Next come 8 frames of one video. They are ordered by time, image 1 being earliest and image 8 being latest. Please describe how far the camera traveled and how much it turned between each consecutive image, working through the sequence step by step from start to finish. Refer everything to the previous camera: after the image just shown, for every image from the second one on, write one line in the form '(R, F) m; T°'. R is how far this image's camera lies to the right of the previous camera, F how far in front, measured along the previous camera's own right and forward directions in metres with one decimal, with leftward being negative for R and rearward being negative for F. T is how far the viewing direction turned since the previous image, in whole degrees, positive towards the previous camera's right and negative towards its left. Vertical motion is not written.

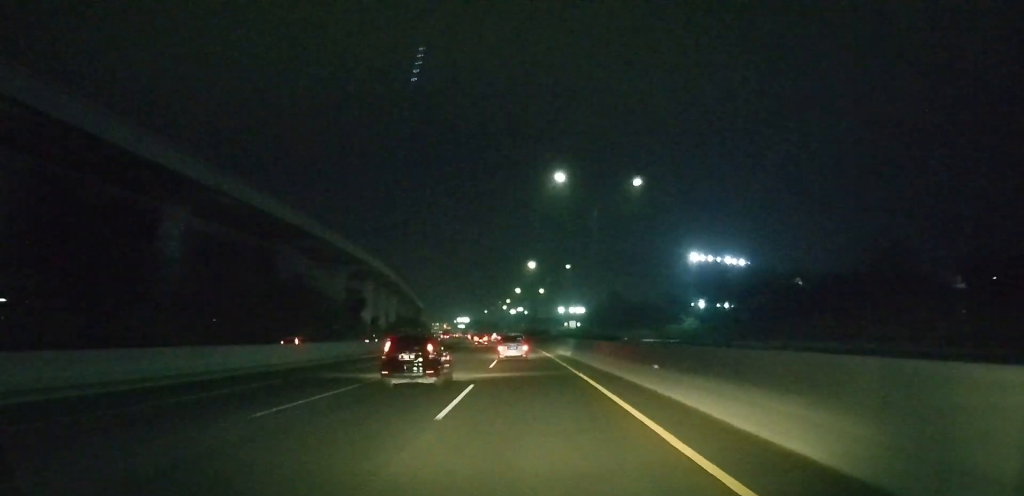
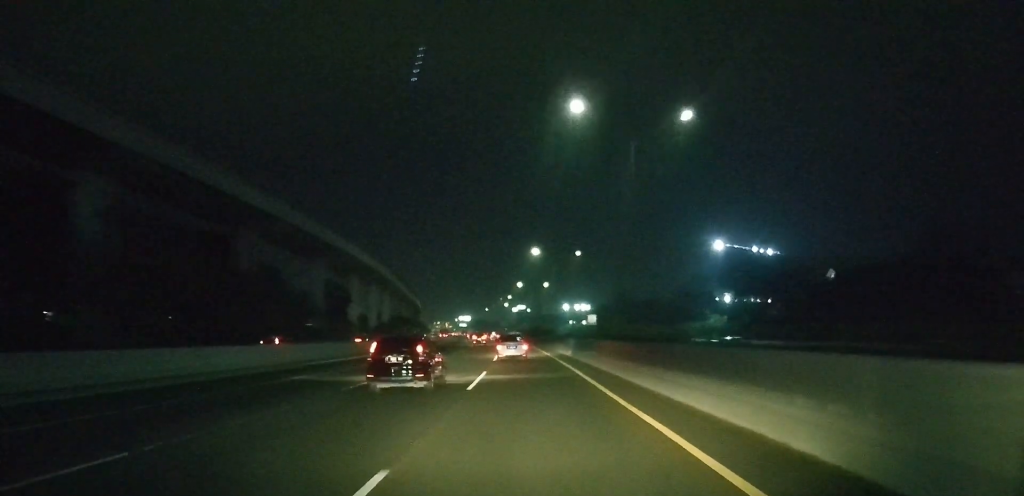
(0.0, +13.0) m; 0°
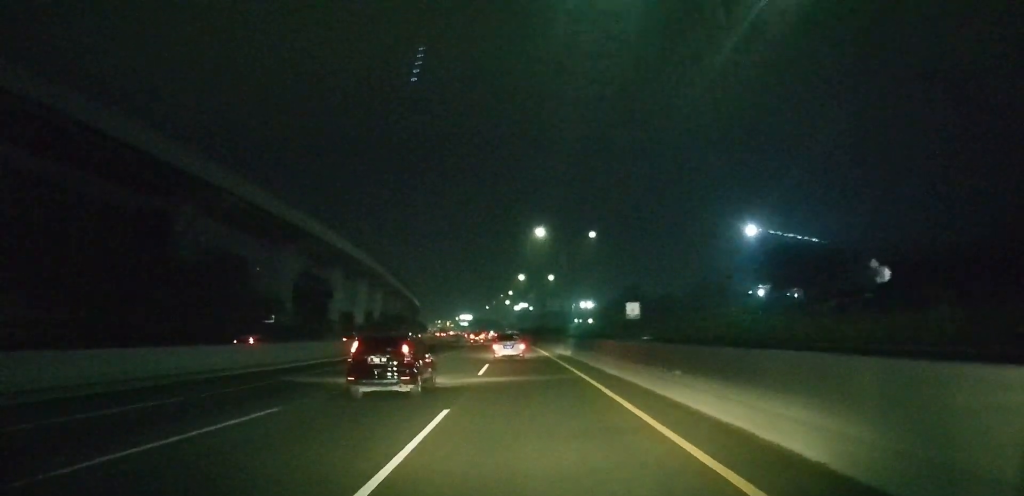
(0.0, +14.0) m; 0°
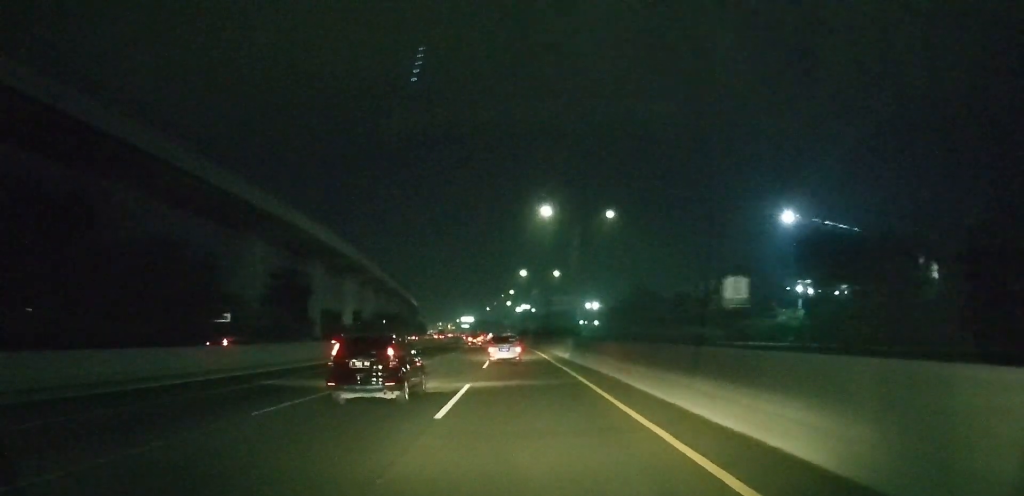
(0.0, +12.6) m; 0°
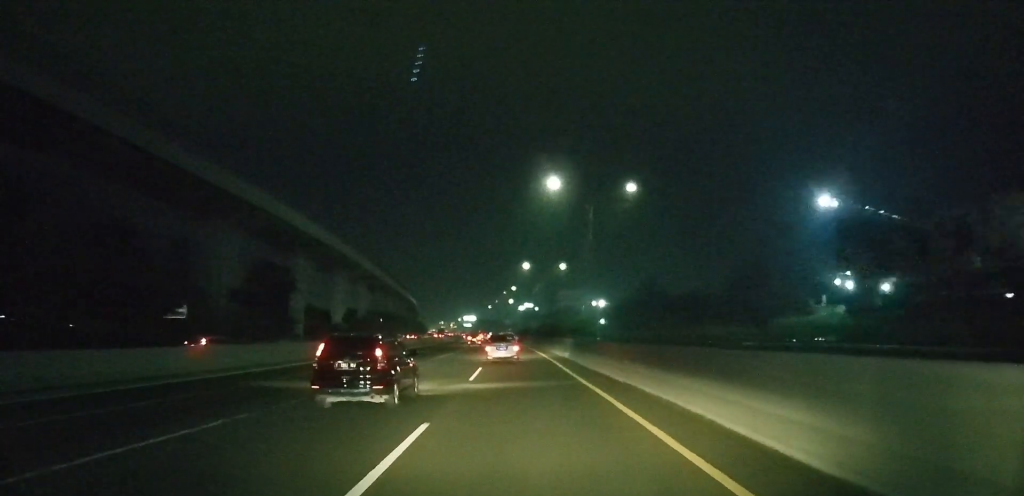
(0.0, +9.5) m; 0°
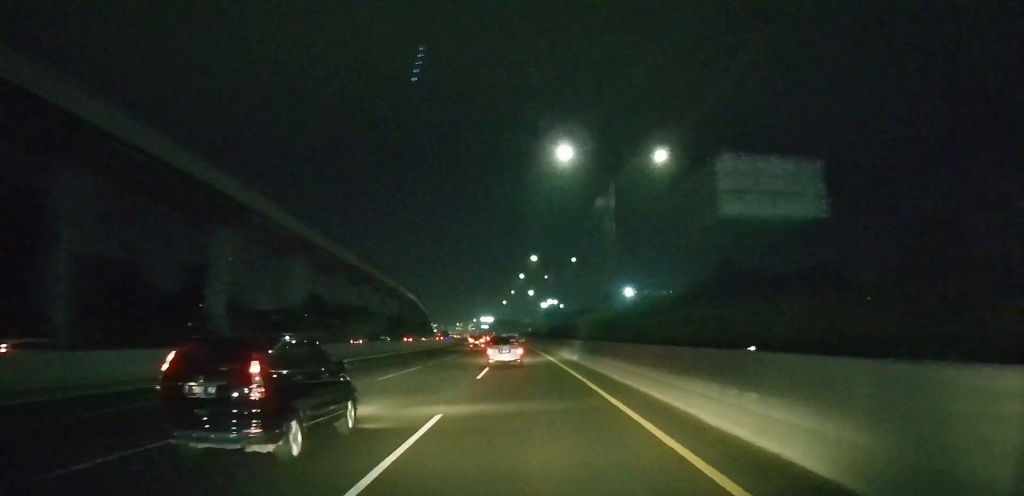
(-0.3, +60.6) m; -1°
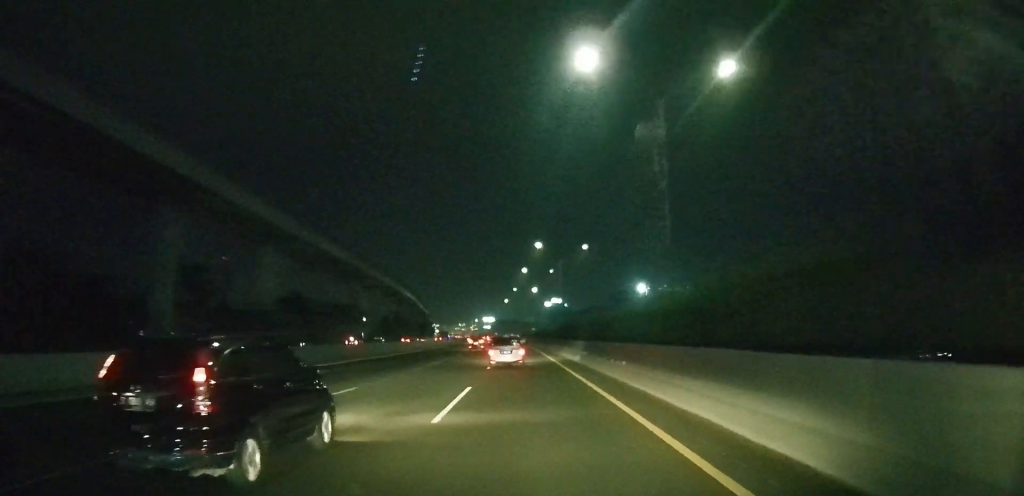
(0.0, +13.8) m; 0°
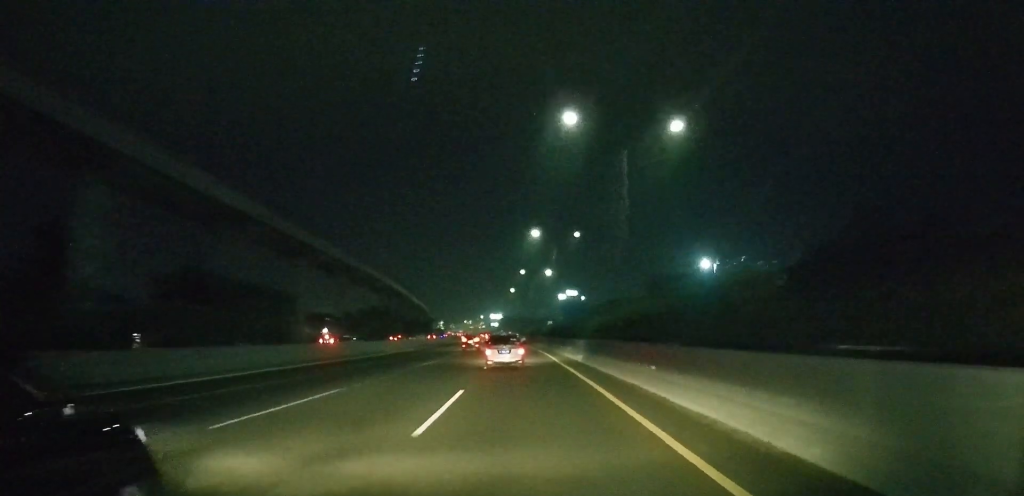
(-0.4, +49.5) m; -1°
